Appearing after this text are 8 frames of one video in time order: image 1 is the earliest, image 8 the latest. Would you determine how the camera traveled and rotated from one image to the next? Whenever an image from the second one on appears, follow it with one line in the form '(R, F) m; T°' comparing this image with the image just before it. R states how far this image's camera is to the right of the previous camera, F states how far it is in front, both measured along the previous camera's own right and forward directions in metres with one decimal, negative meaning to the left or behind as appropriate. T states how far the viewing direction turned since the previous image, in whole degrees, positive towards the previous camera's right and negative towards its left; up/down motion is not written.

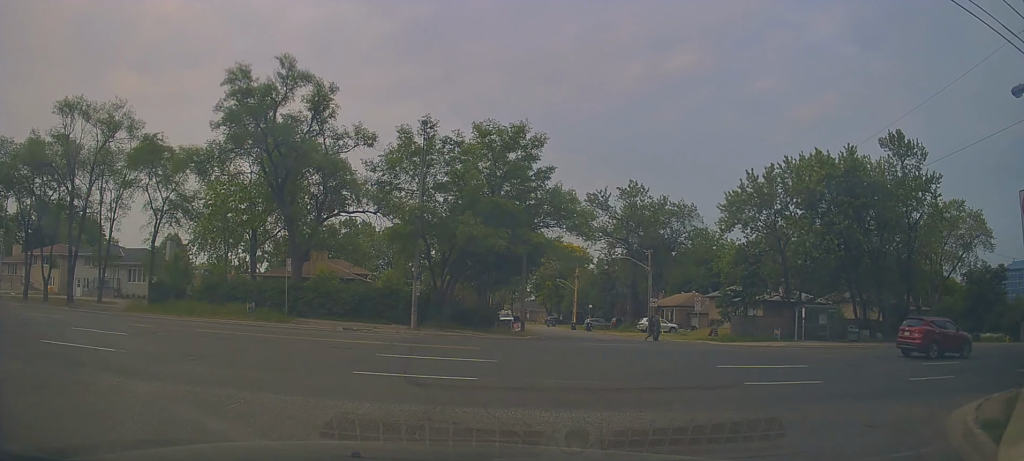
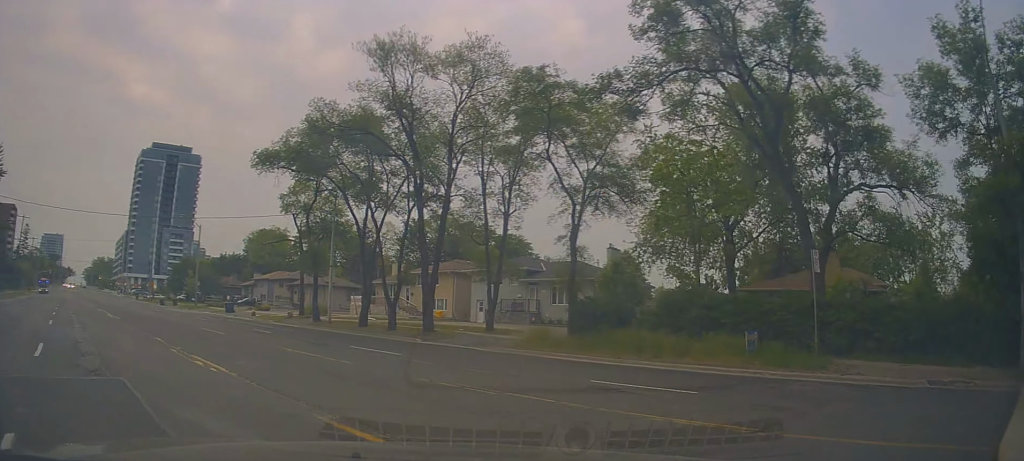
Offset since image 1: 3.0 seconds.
(-3.1, +8.4) m; -47°
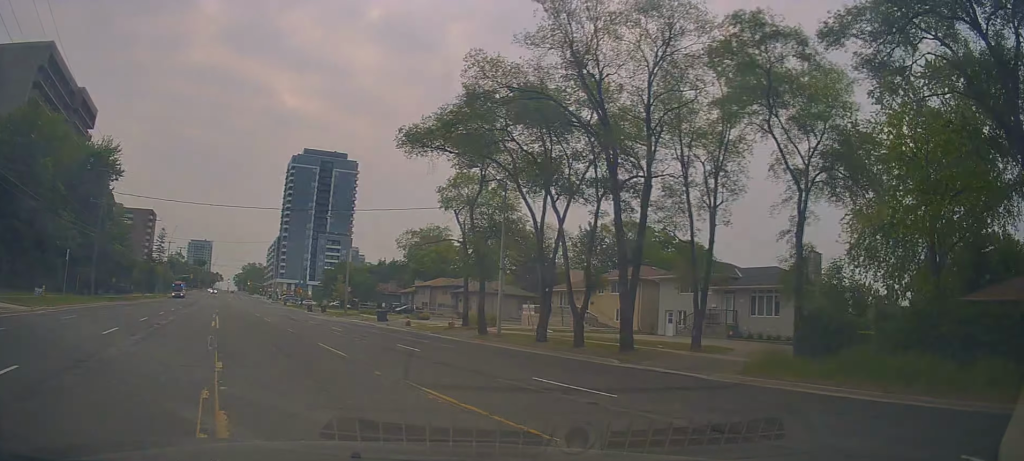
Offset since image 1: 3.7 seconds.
(-0.5, +4.5) m; -13°
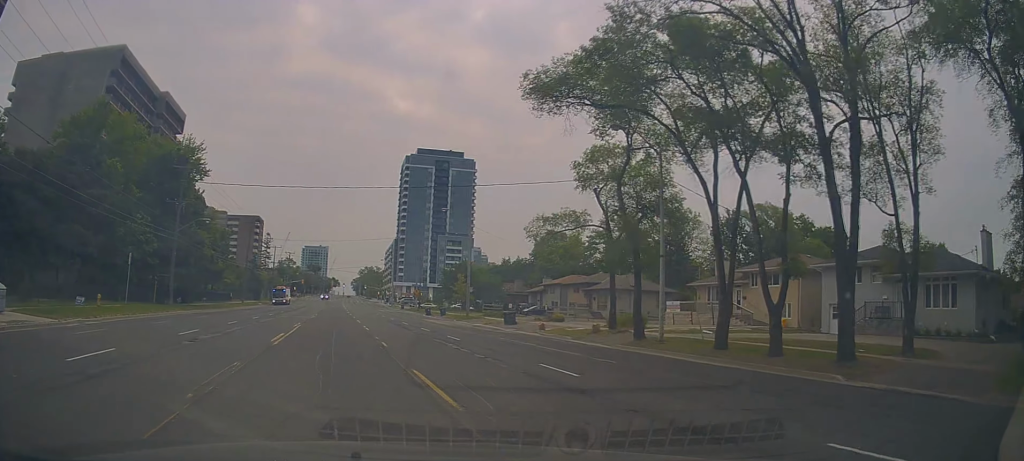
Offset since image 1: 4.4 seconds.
(-0.2, +5.2) m; -13°
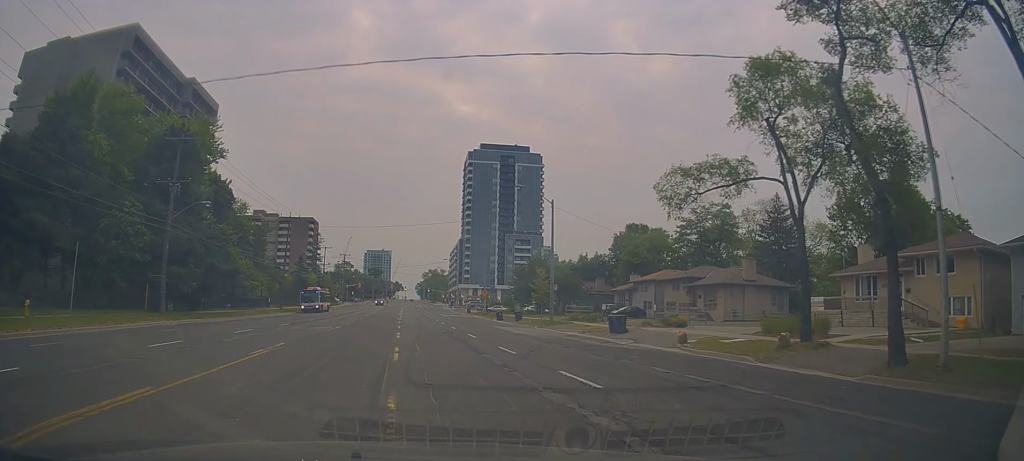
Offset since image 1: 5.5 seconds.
(-2.4, +10.6) m; -21°
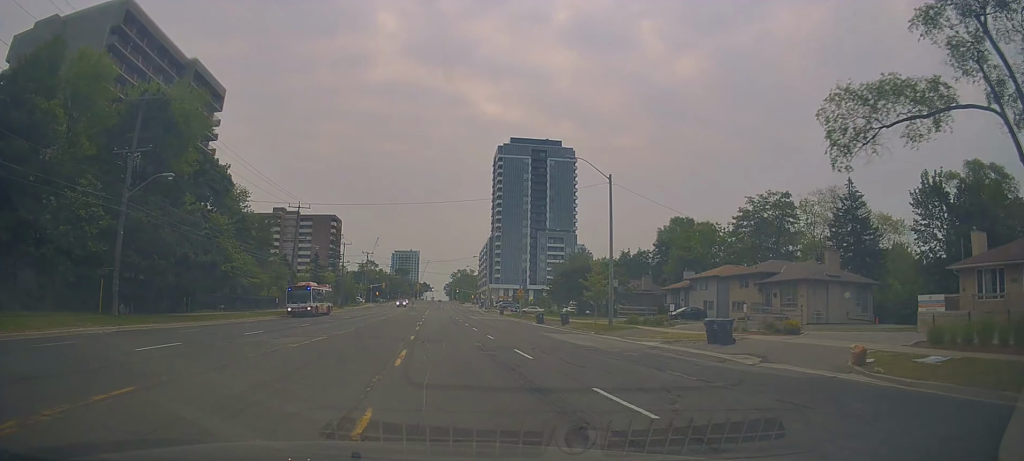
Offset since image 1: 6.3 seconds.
(-0.7, +8.0) m; -10°
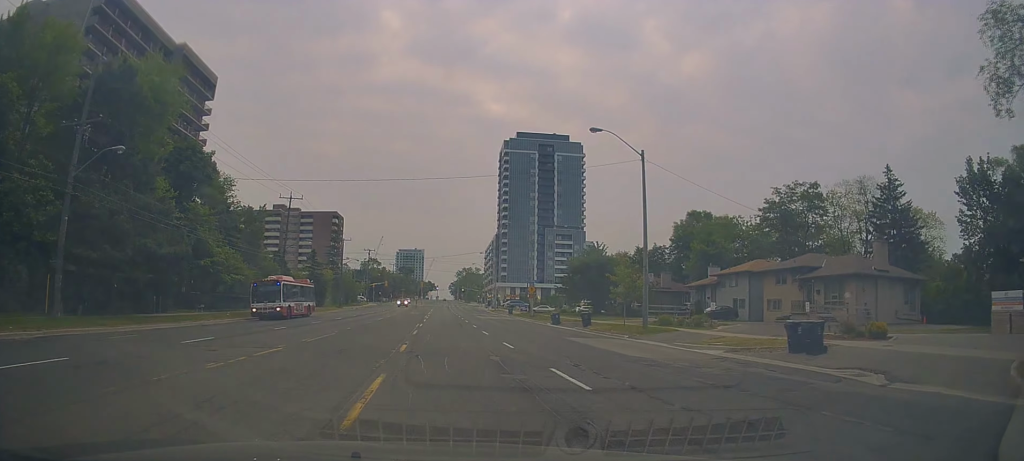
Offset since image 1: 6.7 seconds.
(-0.4, +5.4) m; -1°
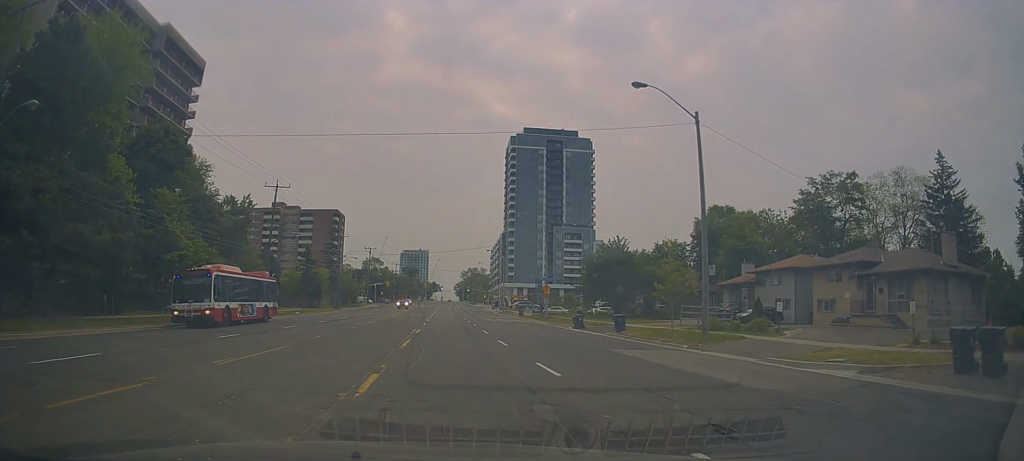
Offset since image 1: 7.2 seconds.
(-0.3, +5.8) m; -2°
